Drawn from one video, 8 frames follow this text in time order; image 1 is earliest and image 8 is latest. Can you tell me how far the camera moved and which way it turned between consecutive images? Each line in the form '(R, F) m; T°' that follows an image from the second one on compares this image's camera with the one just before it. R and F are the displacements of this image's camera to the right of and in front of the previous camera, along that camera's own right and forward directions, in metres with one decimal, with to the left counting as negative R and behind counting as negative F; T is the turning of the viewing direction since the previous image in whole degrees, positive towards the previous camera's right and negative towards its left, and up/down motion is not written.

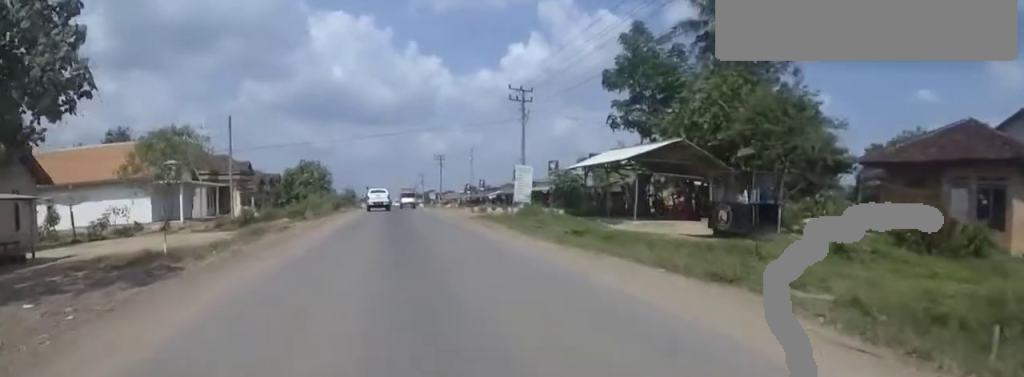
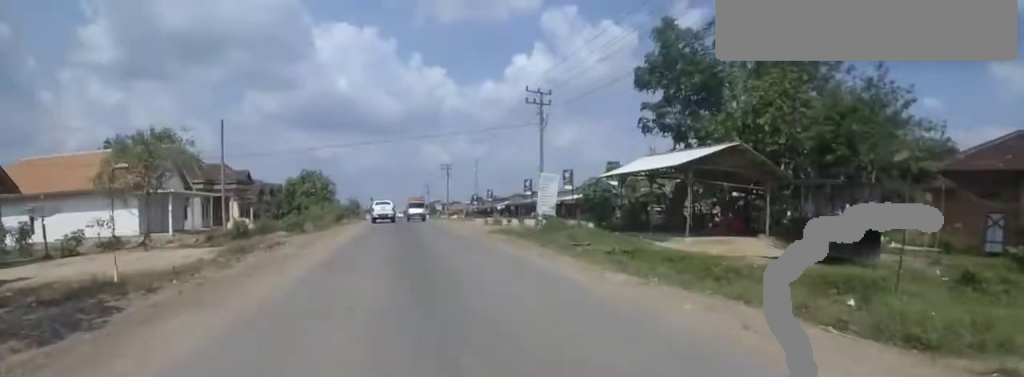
(0.0, +2.7) m; 0°
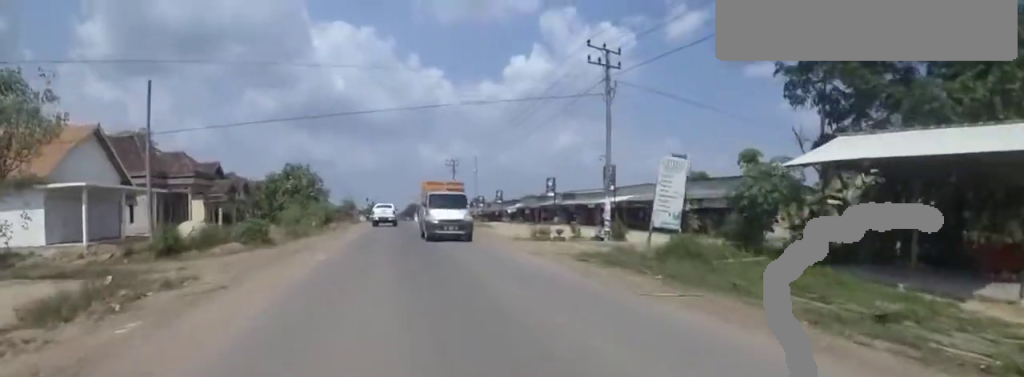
(0.0, +9.2) m; 0°
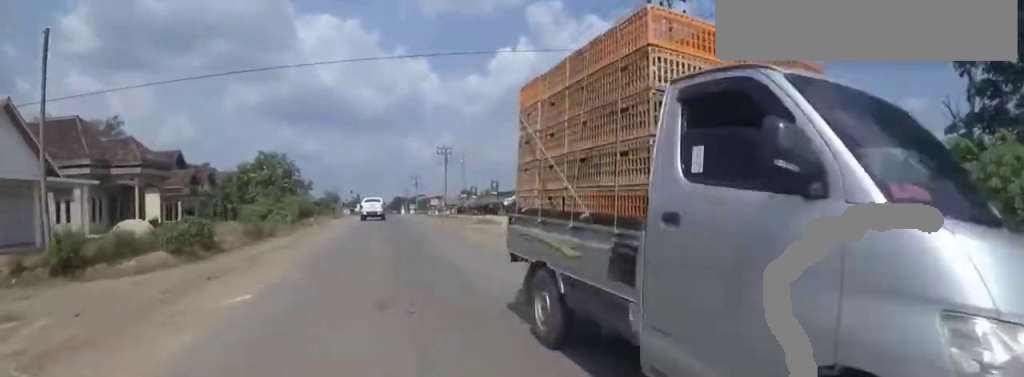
(0.0, +5.9) m; 0°
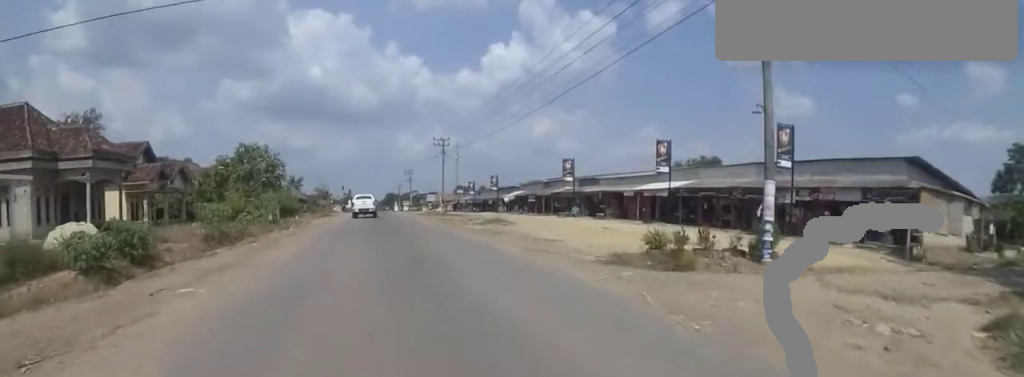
(0.0, +4.6) m; 0°
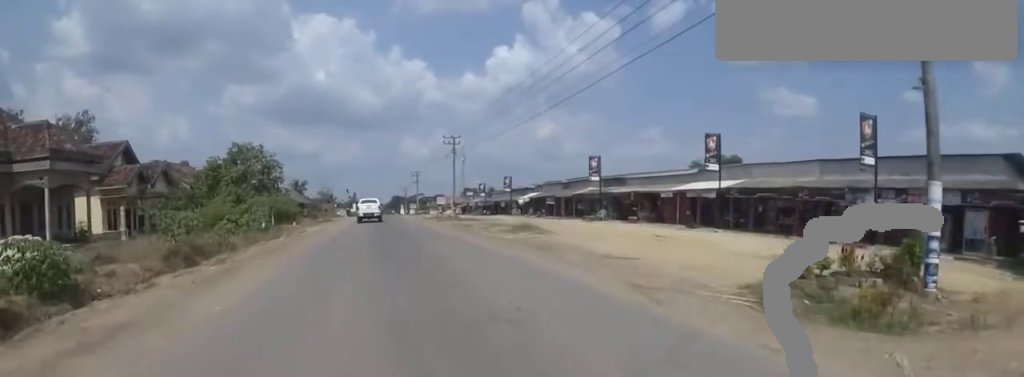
(0.0, +4.1) m; 0°
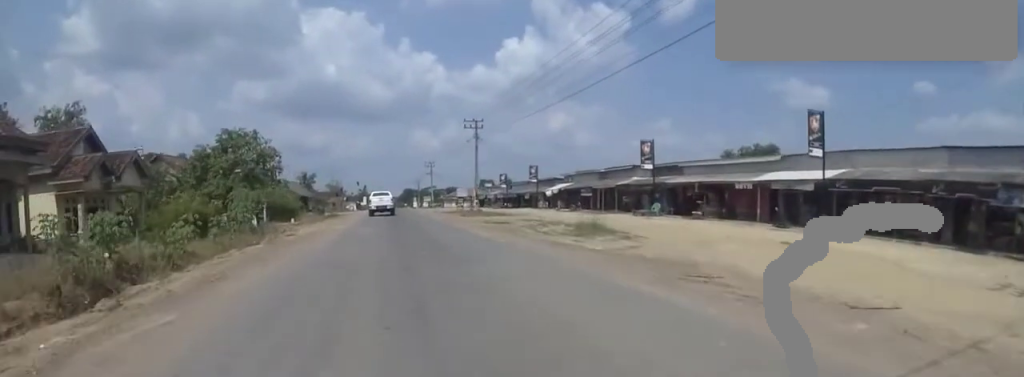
(0.0, +6.3) m; 0°
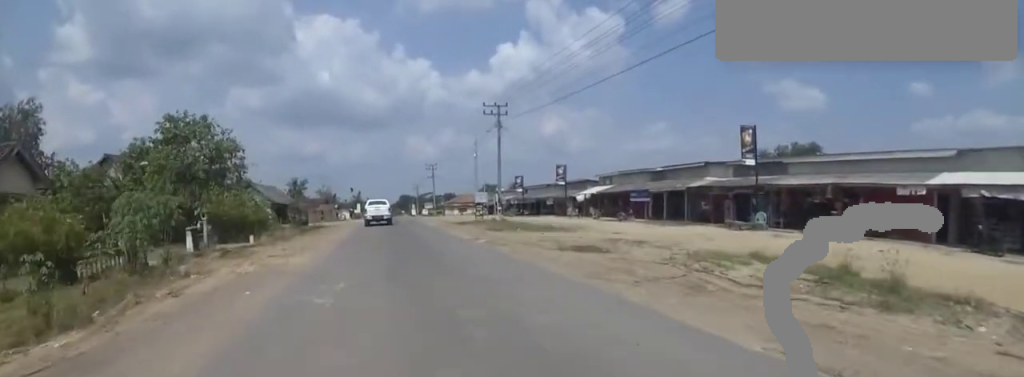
(0.0, +10.7) m; 0°
